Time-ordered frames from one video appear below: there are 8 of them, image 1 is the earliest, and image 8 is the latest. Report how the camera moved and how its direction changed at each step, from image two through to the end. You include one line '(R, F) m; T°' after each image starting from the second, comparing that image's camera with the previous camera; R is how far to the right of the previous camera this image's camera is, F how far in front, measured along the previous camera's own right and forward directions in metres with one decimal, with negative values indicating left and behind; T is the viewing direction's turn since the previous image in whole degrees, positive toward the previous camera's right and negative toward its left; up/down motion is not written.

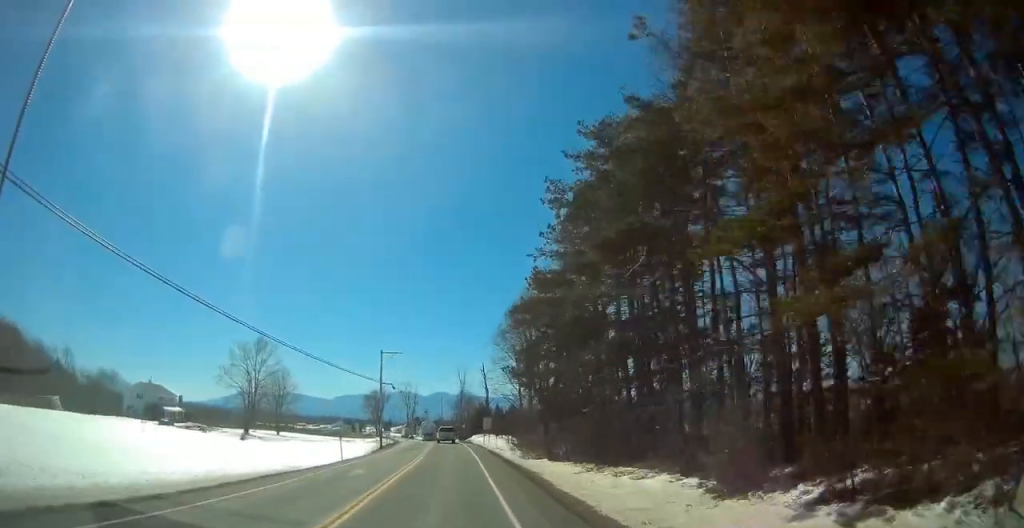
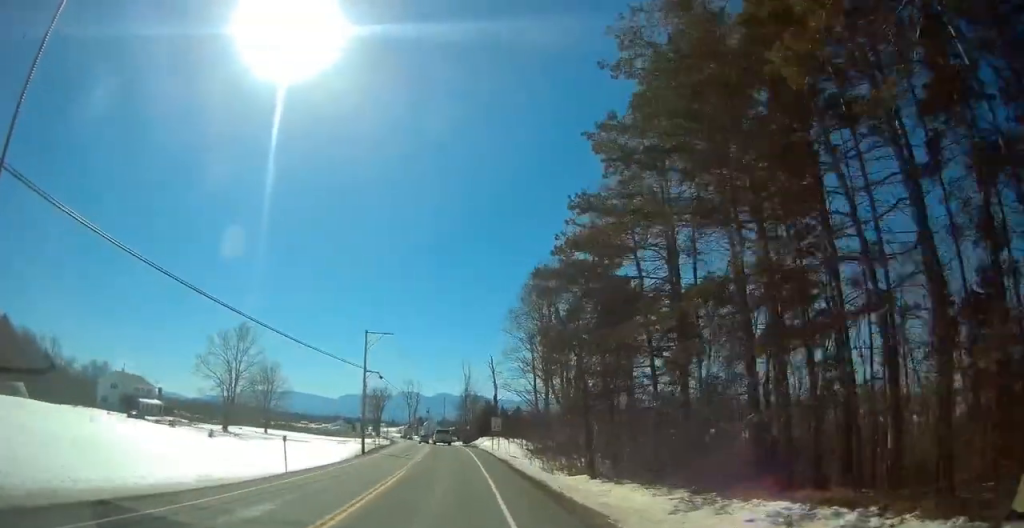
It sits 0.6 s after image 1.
(+0.1, +11.9) m; 0°
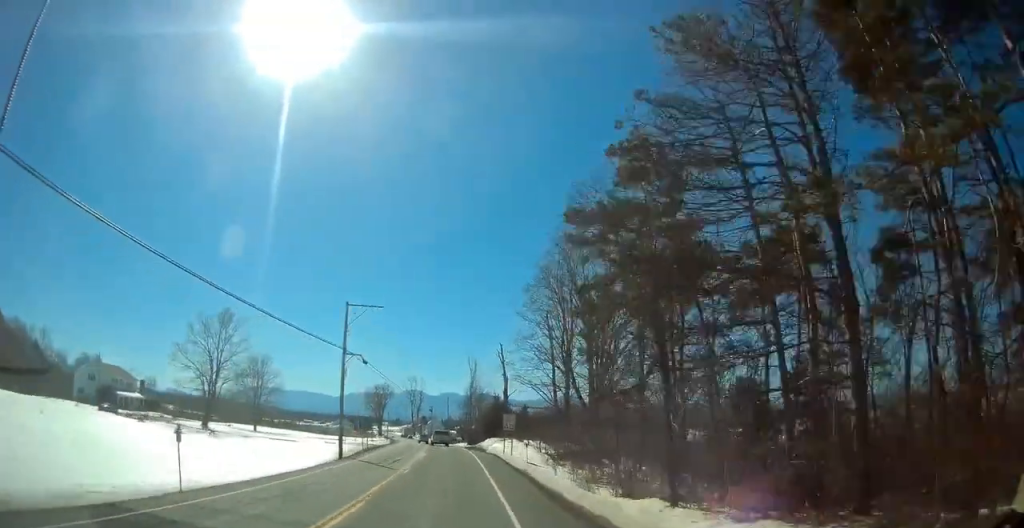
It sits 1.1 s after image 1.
(-0.1, +10.0) m; 0°
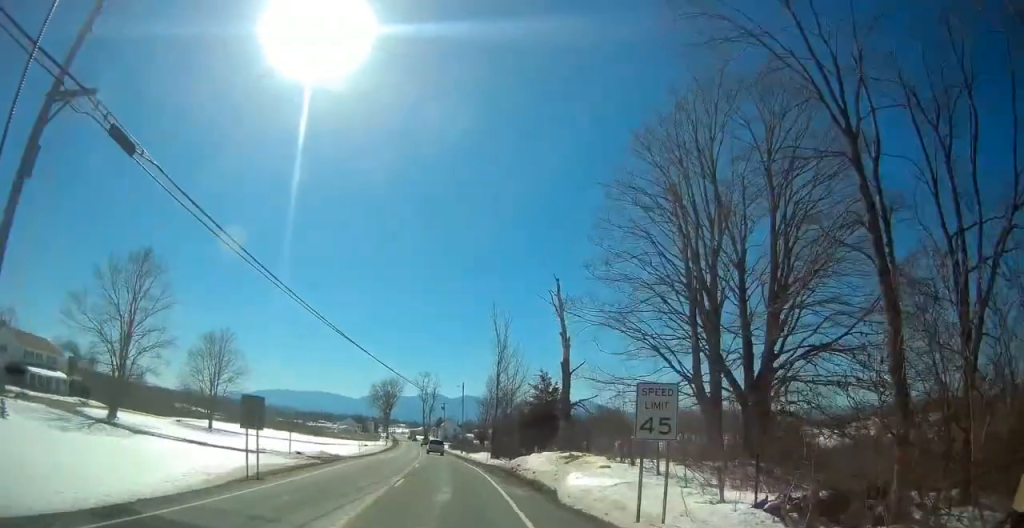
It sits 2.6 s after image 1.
(-0.2, +30.4) m; -2°
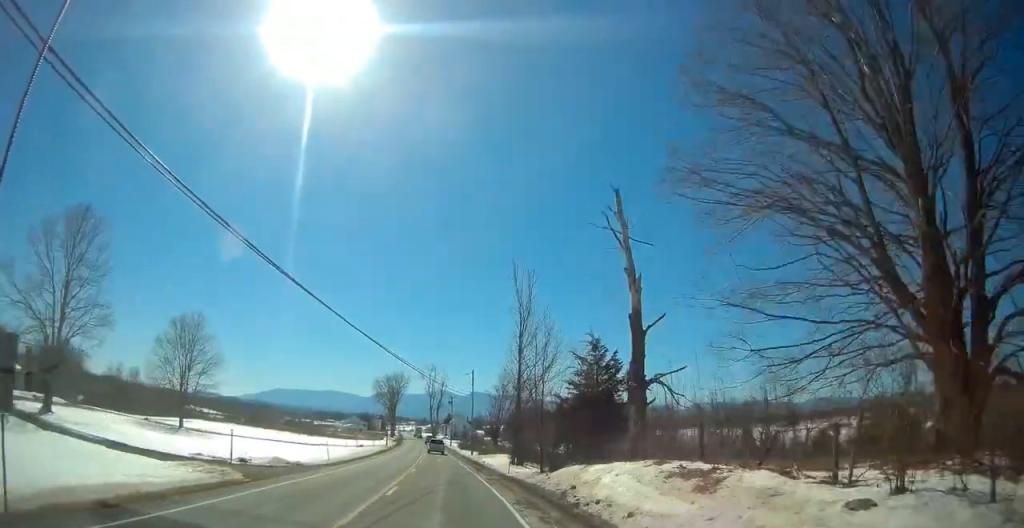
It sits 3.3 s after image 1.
(-0.3, +13.7) m; -1°
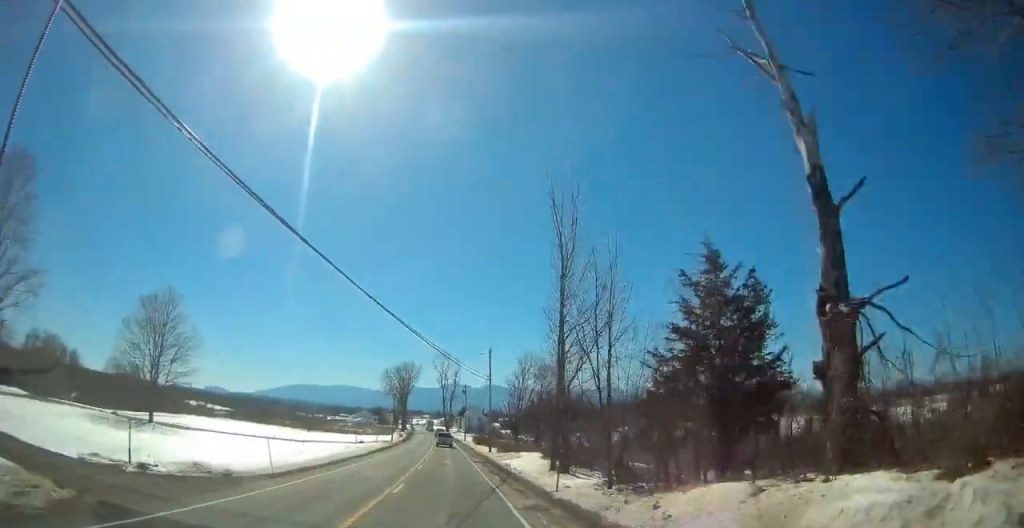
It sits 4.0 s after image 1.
(-0.1, +12.0) m; -1°
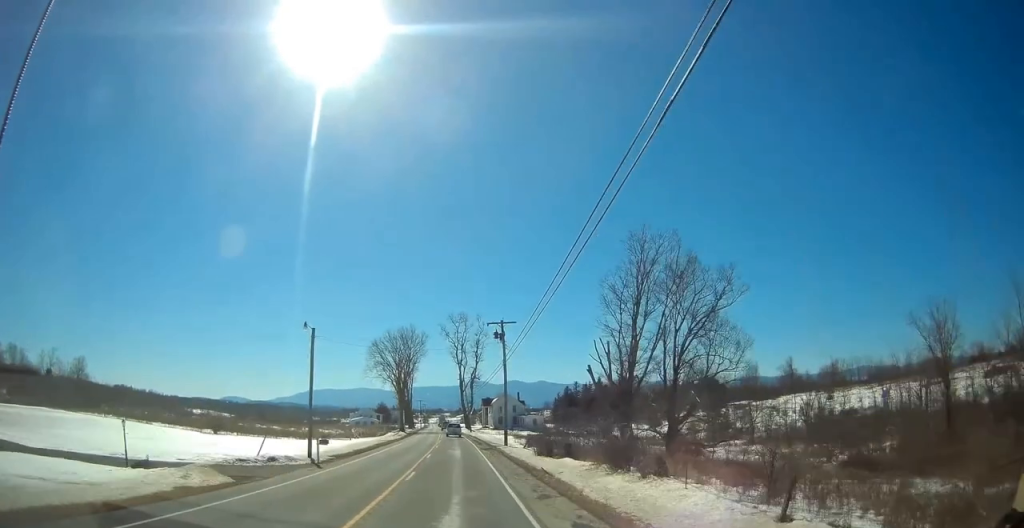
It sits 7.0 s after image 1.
(-1.9, +58.4) m; -3°
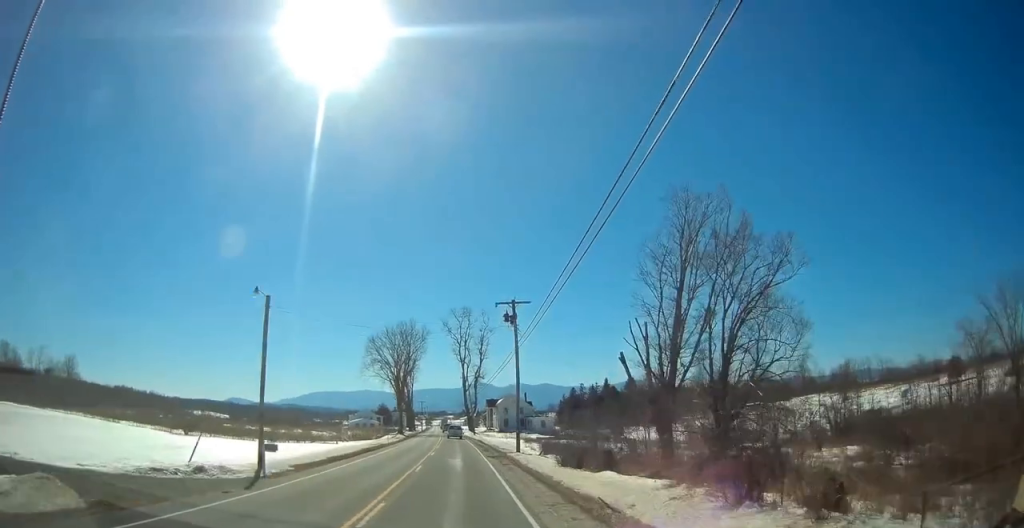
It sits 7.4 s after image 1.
(+0.2, +8.2) m; 0°
